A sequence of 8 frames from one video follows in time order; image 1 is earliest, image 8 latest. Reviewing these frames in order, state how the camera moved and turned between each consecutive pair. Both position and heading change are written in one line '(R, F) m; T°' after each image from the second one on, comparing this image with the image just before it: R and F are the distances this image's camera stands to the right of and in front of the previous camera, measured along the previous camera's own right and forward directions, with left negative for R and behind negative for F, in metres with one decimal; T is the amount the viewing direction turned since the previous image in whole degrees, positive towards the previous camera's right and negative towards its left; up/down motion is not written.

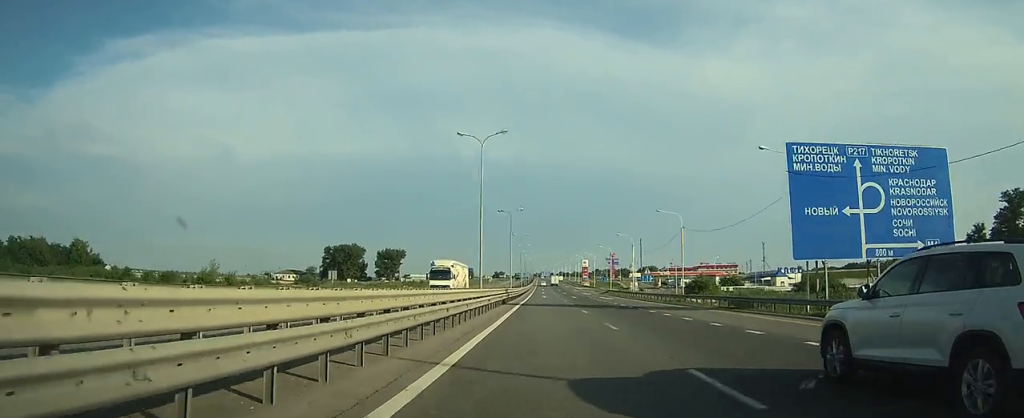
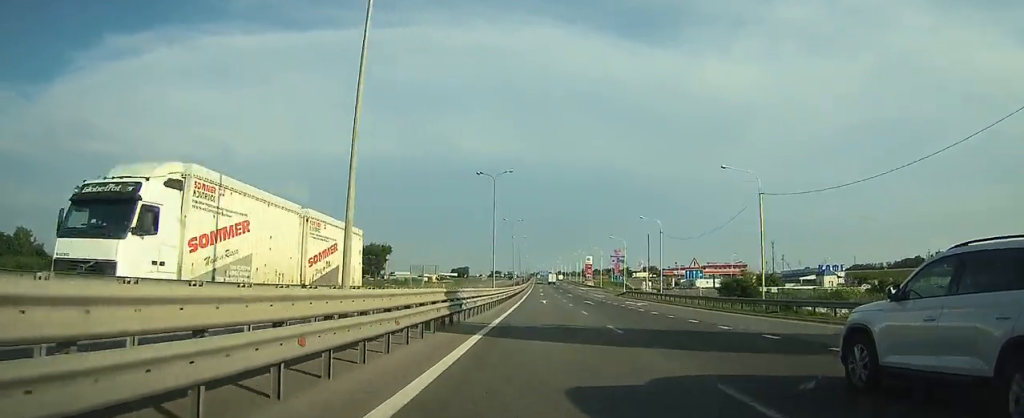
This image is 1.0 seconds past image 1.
(0.0, +22.6) m; 0°
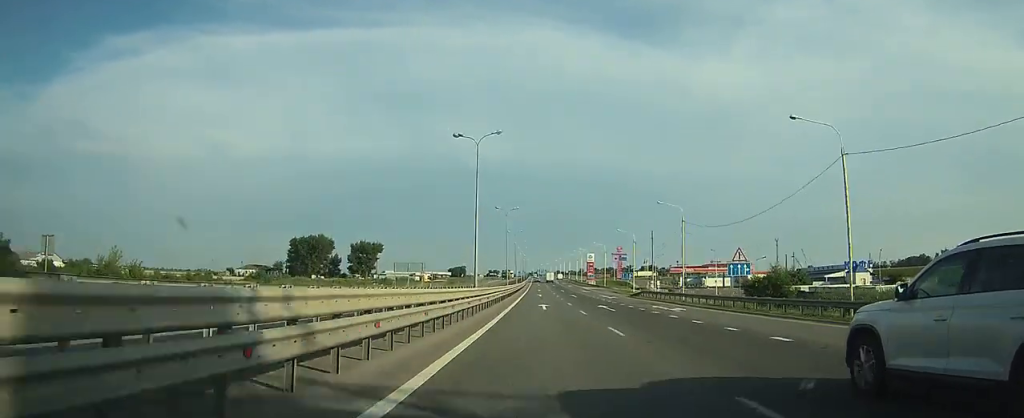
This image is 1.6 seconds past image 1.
(0.0, +12.4) m; 0°
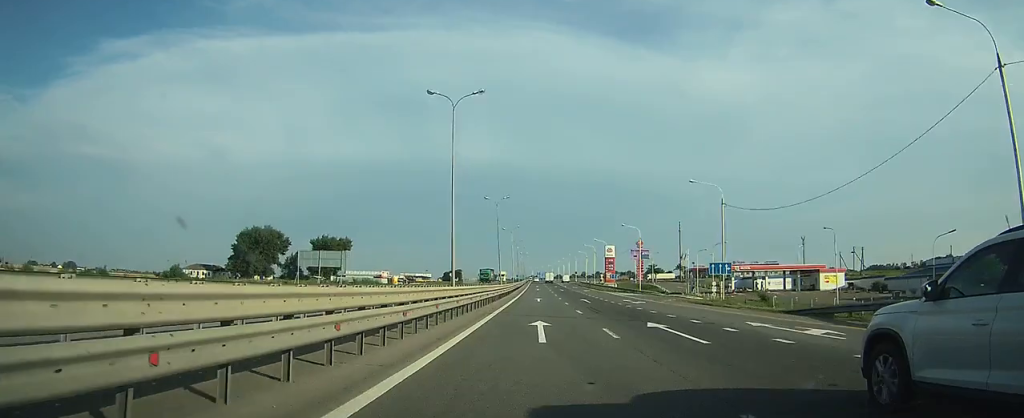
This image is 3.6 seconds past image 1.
(0.0, +54.8) m; 0°
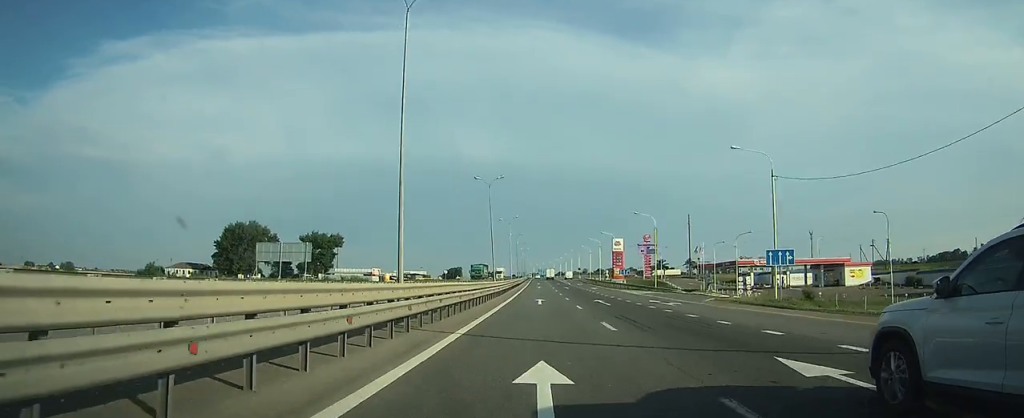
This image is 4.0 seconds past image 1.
(0.0, +12.7) m; 0°
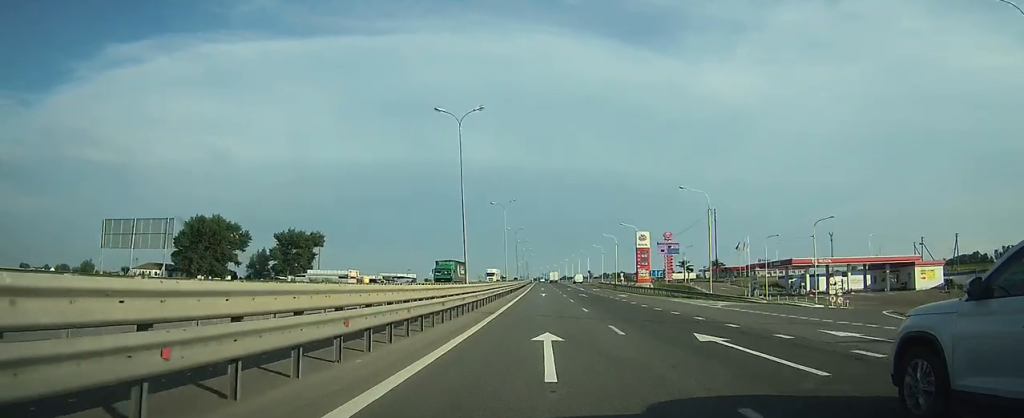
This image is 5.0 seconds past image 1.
(0.0, +26.2) m; 0°
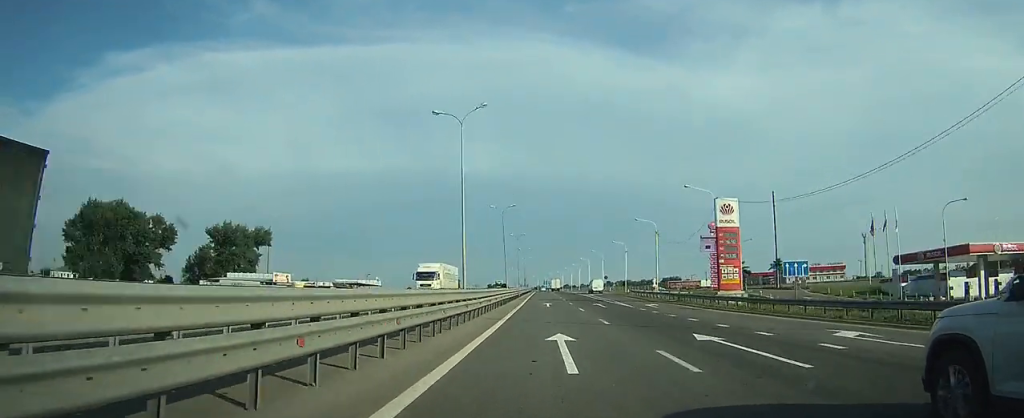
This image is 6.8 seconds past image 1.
(-0.4, +43.0) m; -1°
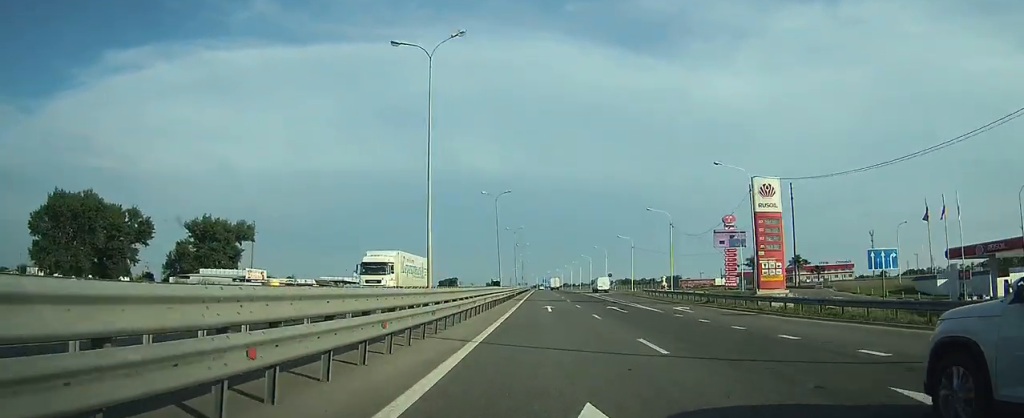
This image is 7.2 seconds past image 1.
(0.0, +9.7) m; 0°
